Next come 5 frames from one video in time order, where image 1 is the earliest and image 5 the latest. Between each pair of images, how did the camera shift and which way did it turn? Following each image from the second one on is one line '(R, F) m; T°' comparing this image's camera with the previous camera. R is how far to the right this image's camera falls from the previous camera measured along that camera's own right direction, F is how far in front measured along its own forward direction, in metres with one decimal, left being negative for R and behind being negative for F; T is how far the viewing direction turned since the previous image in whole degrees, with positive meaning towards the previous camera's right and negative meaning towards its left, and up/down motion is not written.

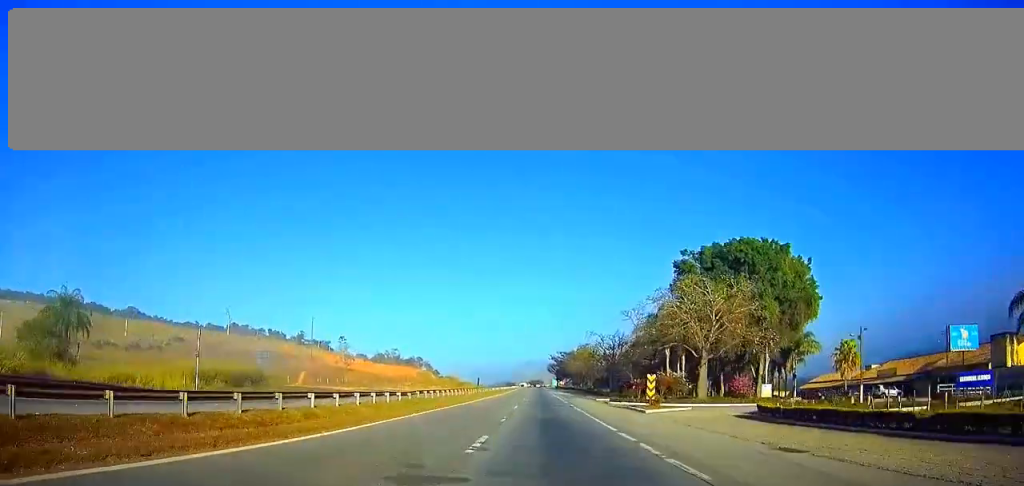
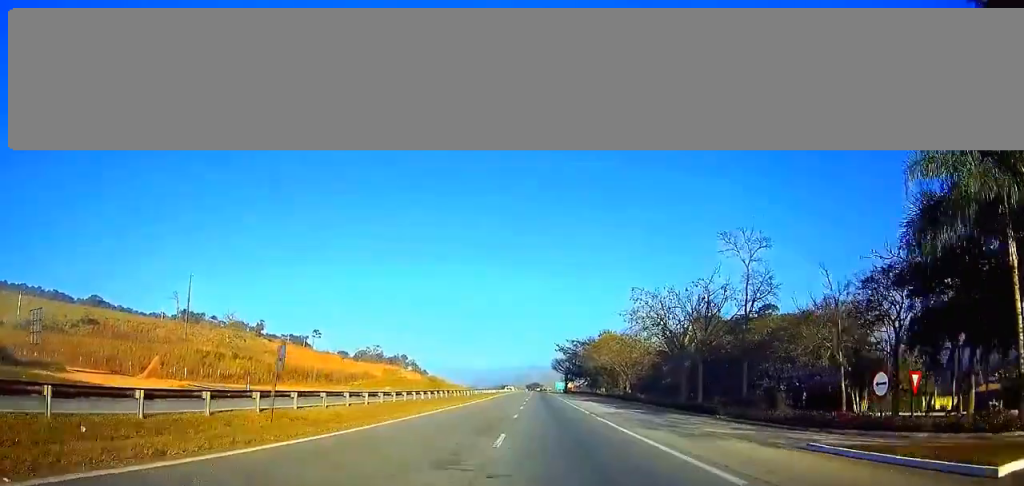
(+0.1, +63.1) m; +1°
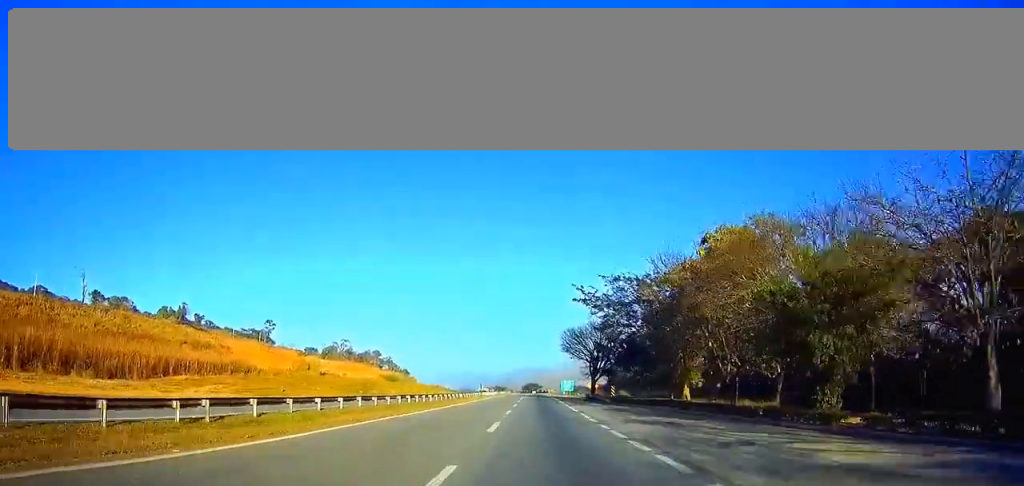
(+0.5, +81.0) m; 0°
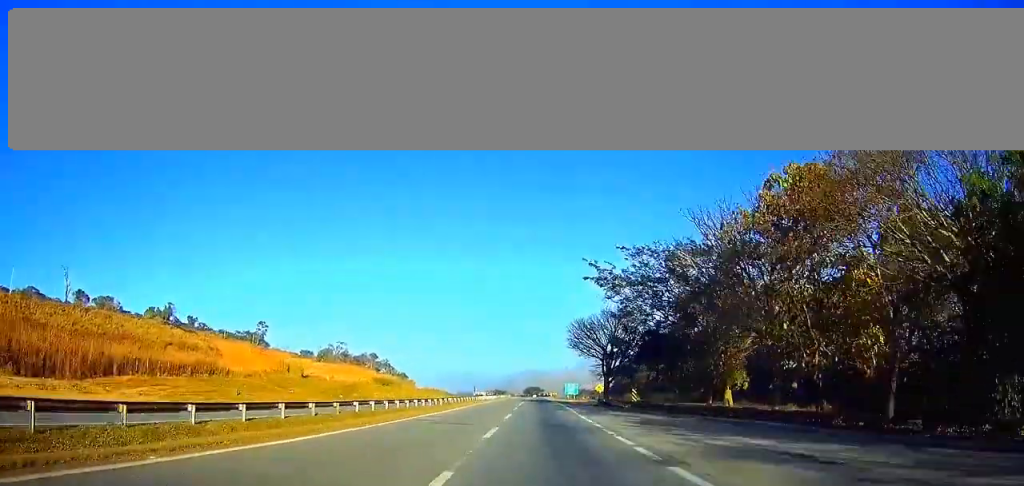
(0.0, +13.0) m; 0°
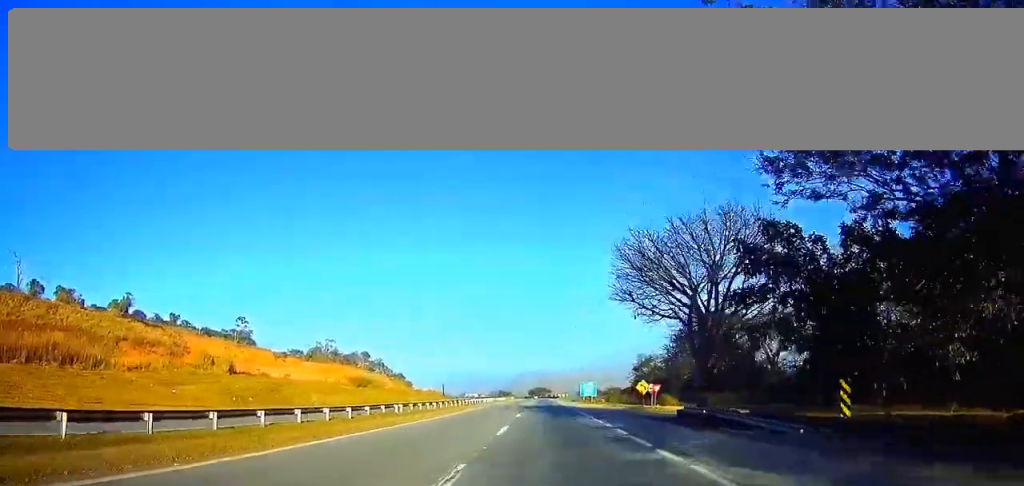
(-0.1, +35.1) m; -1°
